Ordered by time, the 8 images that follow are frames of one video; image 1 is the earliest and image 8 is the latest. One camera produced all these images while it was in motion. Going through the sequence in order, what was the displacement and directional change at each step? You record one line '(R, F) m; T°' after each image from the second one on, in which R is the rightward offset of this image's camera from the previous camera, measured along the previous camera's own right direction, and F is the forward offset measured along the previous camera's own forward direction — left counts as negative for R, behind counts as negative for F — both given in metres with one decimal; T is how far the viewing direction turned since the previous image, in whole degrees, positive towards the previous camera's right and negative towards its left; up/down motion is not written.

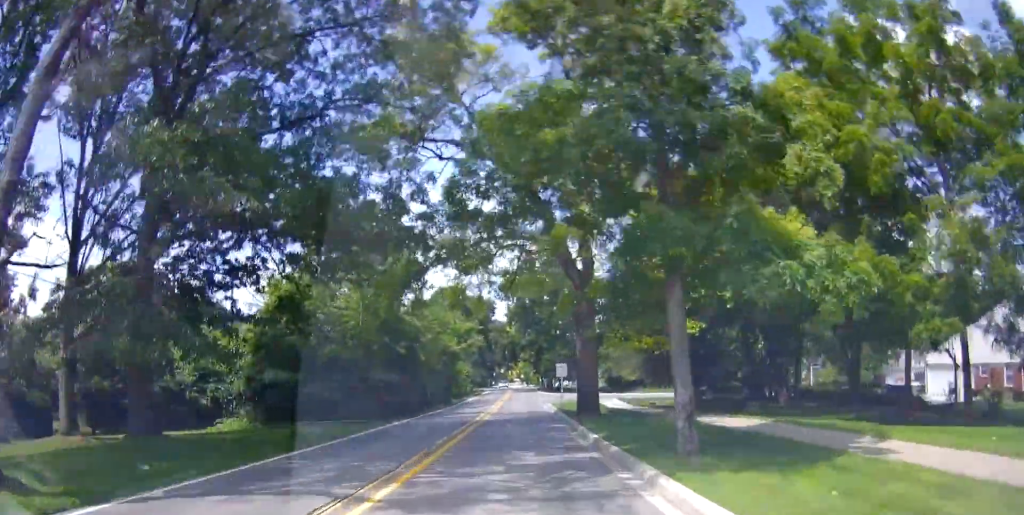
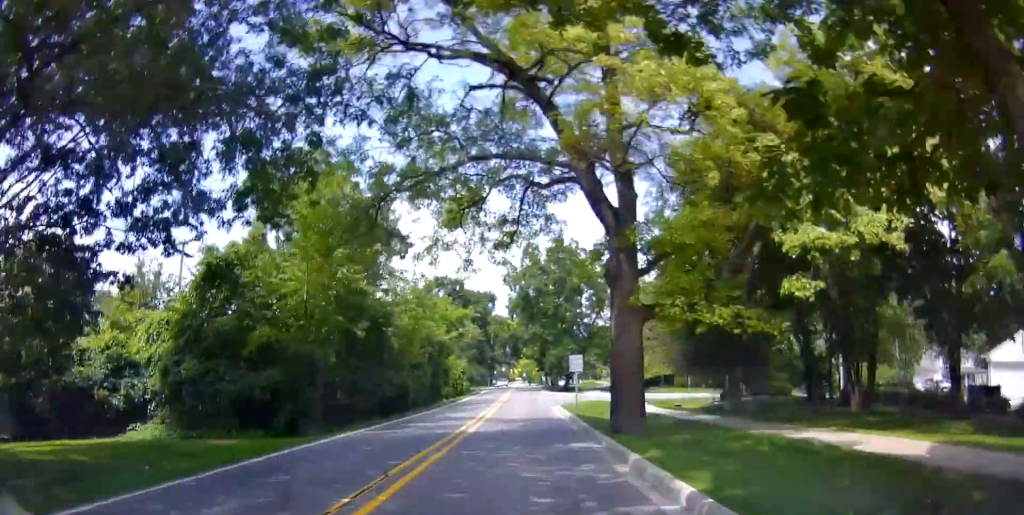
(-0.1, +7.8) m; 0°
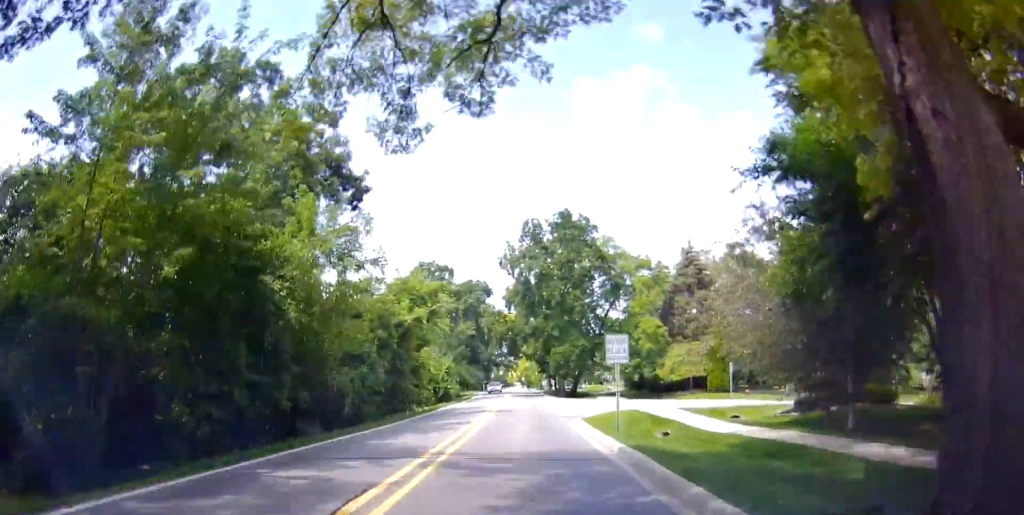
(-0.3, +11.9) m; -1°
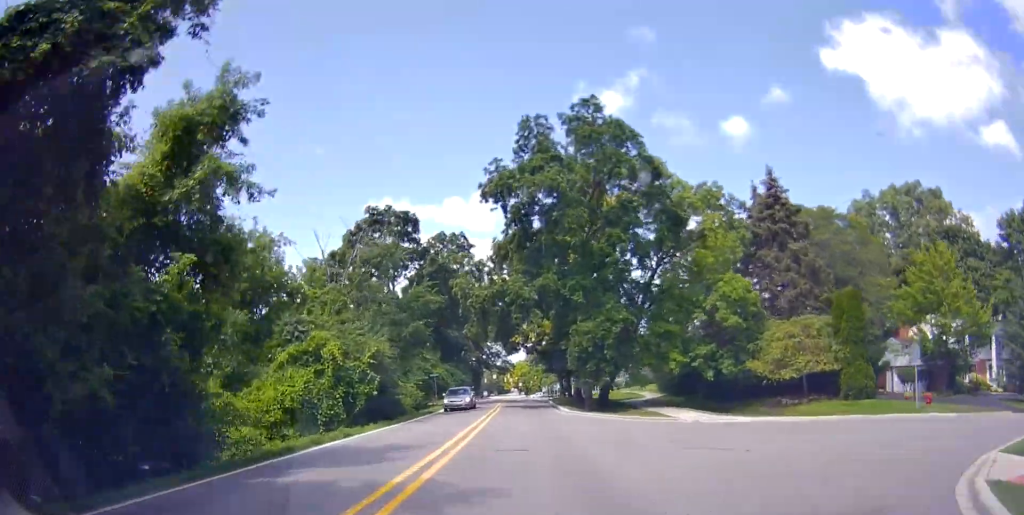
(-0.4, +23.5) m; -1°
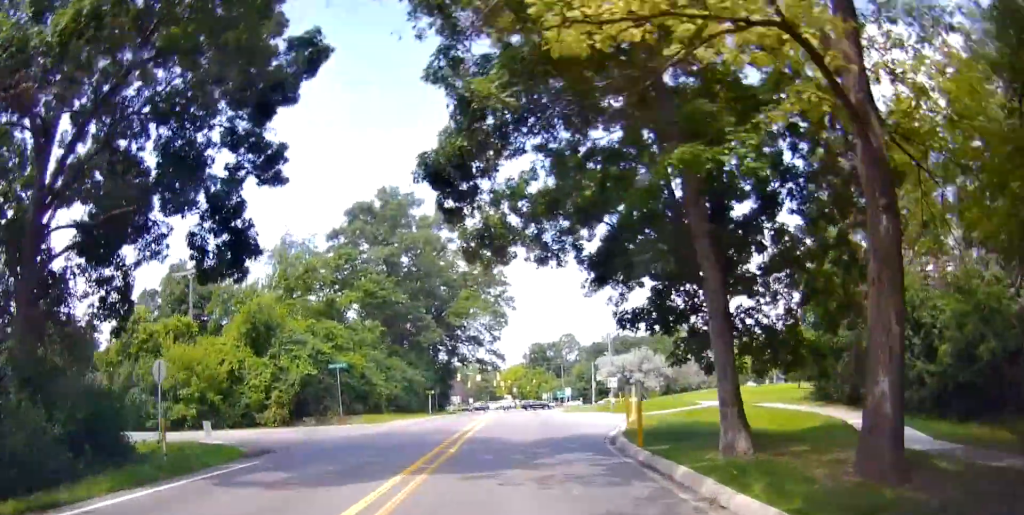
(+0.6, +39.1) m; 0°
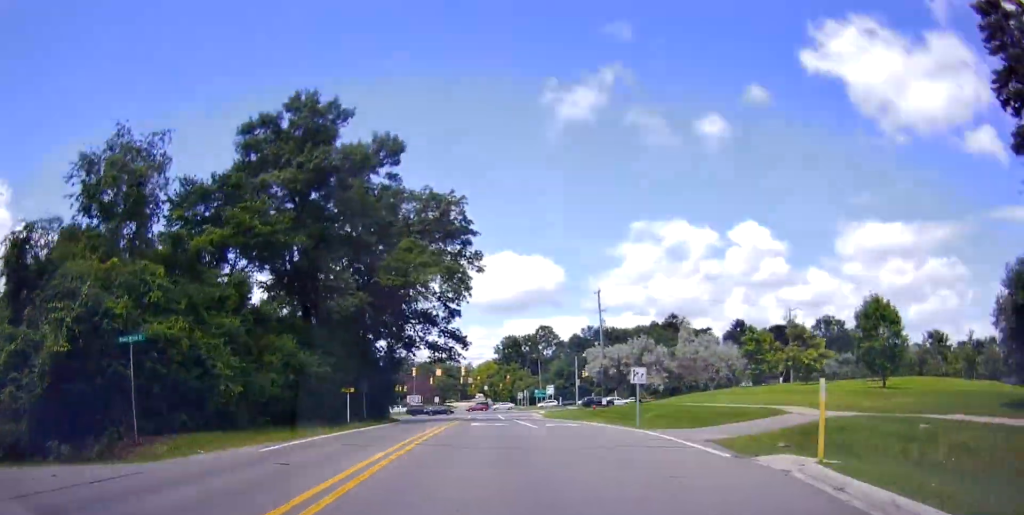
(-0.2, +19.2) m; 0°
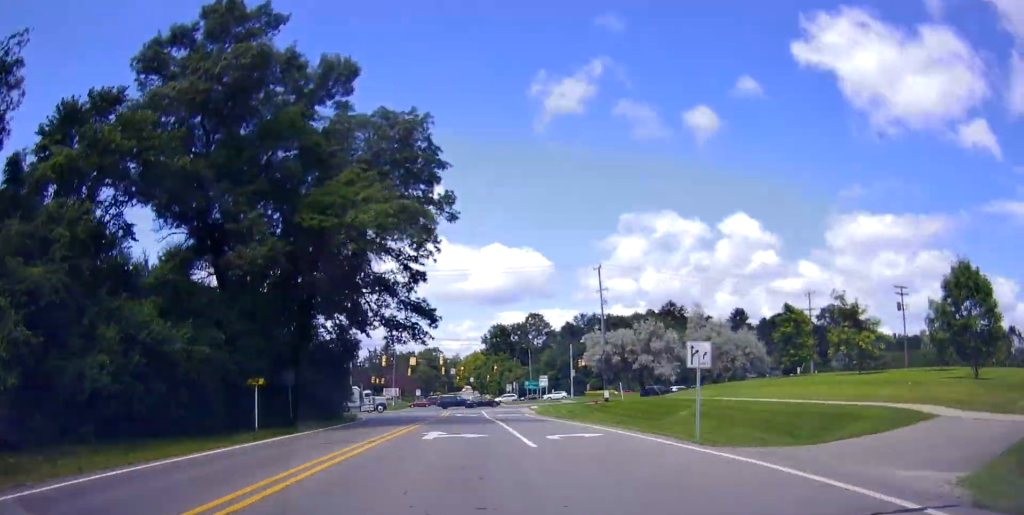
(+0.1, +11.8) m; +2°
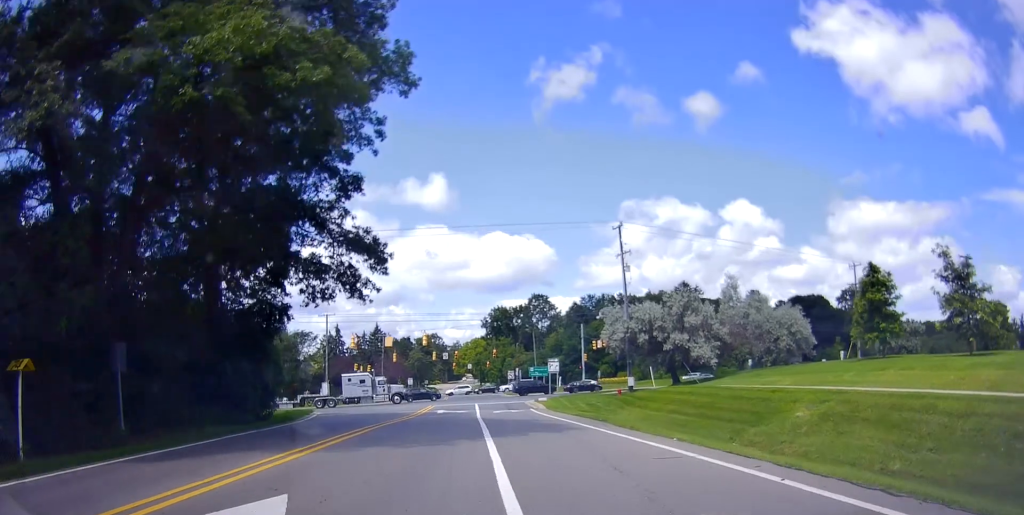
(+0.1, +14.4) m; +2°
